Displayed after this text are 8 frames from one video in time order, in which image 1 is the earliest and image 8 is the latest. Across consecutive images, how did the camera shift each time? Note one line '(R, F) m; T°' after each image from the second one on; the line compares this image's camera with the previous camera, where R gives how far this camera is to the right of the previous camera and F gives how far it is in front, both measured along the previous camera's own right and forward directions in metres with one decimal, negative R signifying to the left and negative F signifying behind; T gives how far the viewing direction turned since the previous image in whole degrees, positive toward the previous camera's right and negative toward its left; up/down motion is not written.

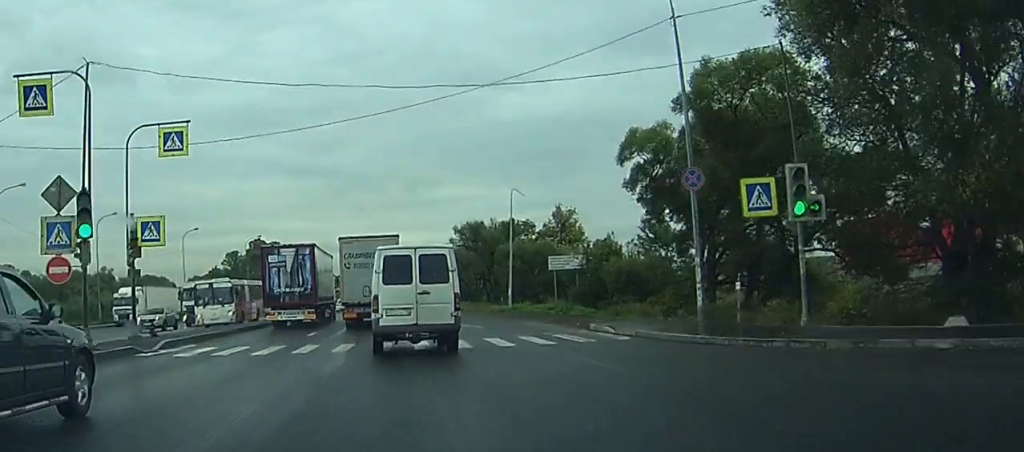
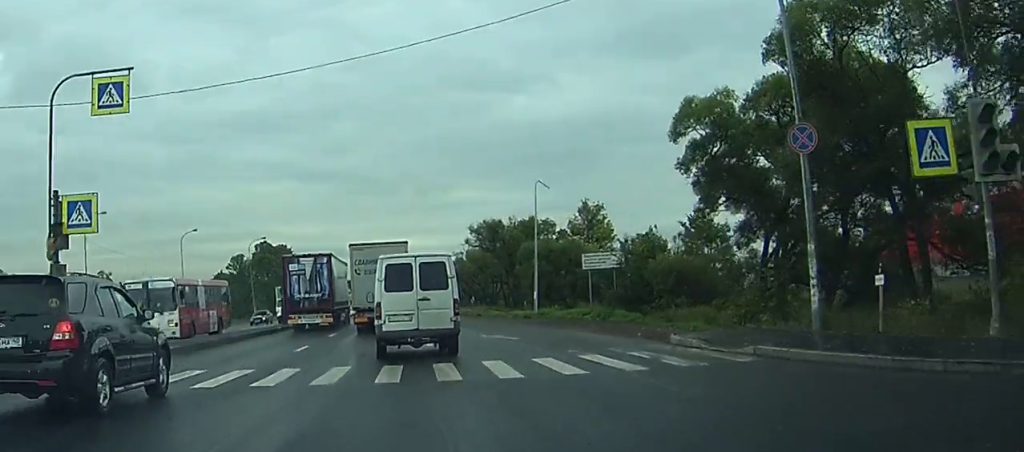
(0.0, +7.8) m; 0°
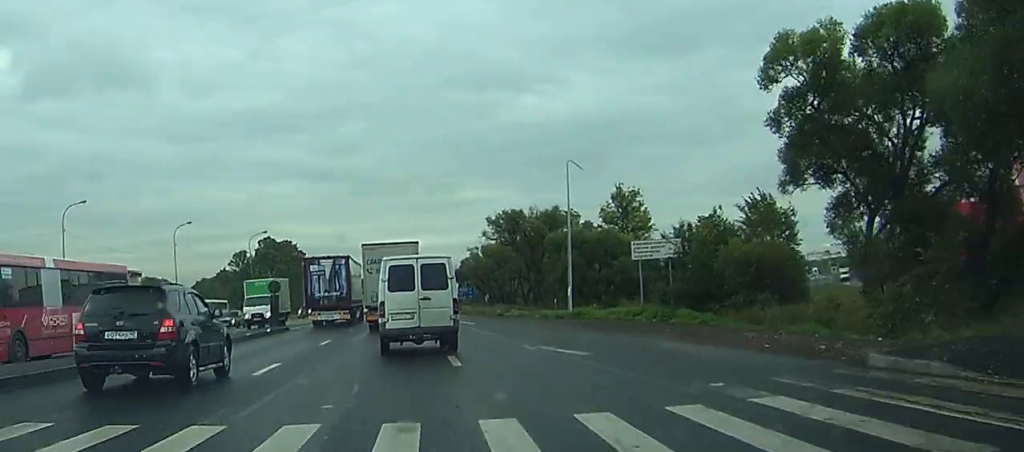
(0.0, +9.3) m; 0°
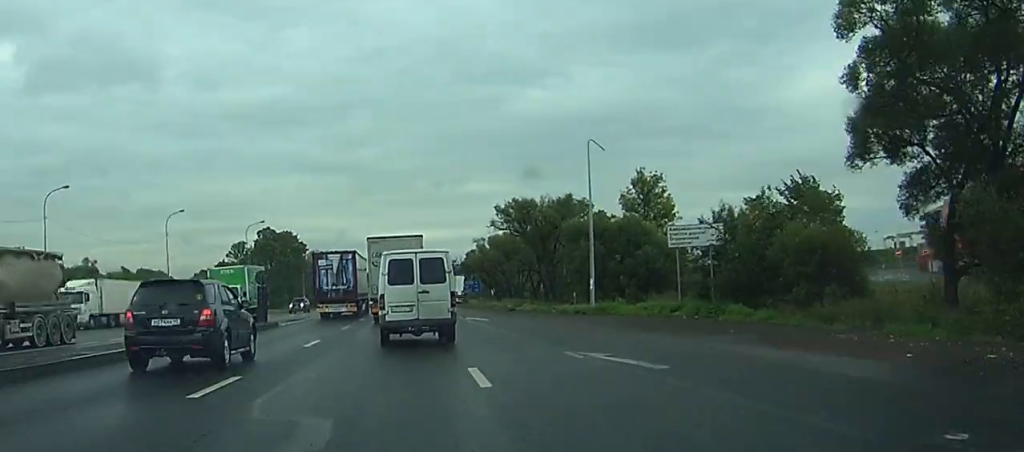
(0.0, +5.4) m; 0°
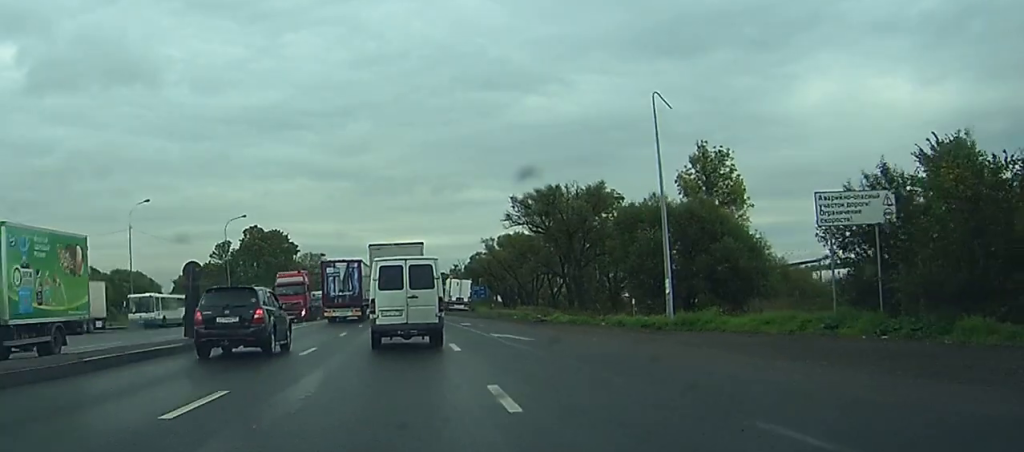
(-0.1, +13.6) m; -1°
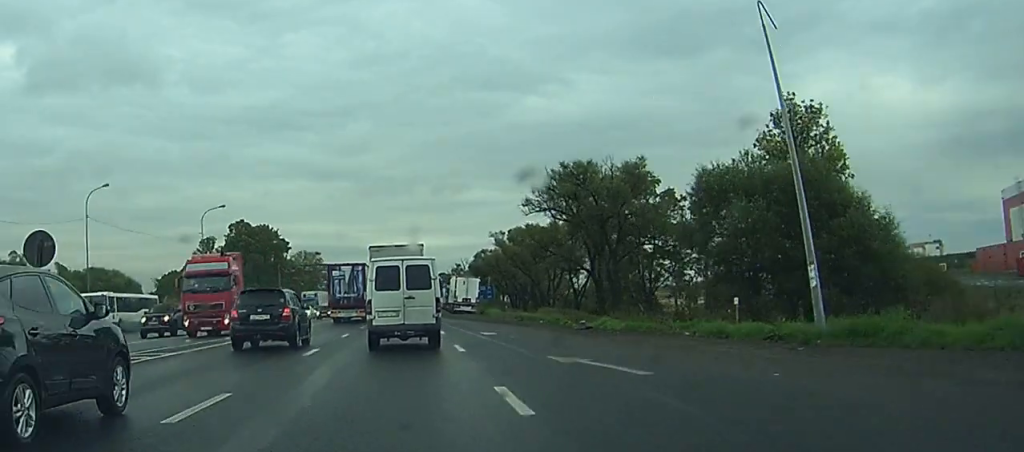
(-0.2, +11.9) m; -2°
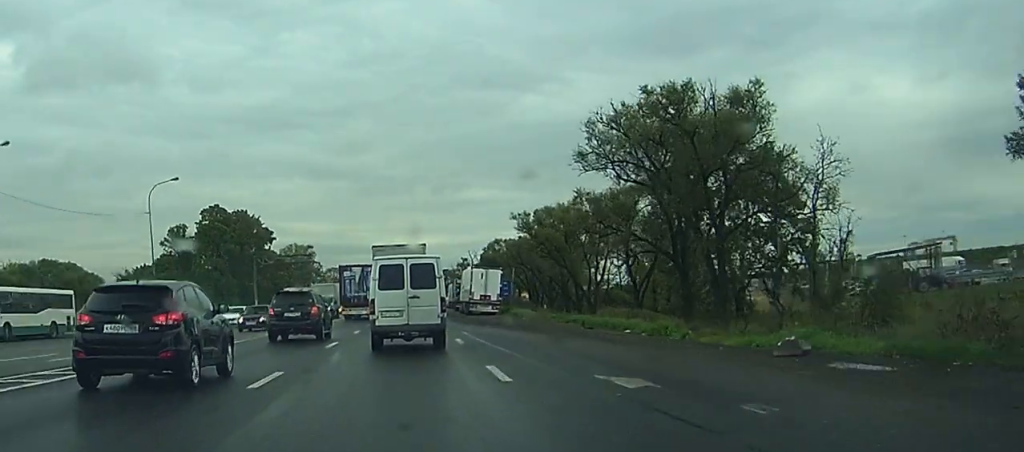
(-0.2, +19.5) m; 0°
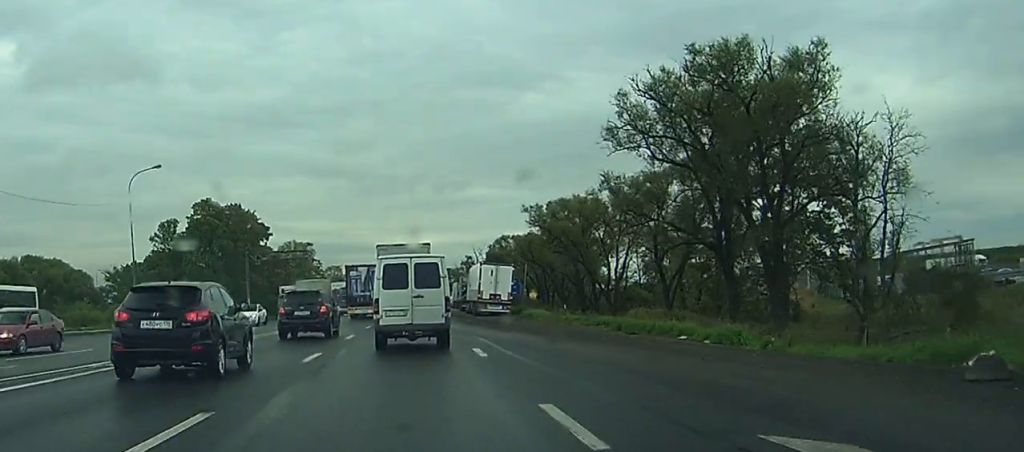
(+0.1, +6.2) m; 0°
